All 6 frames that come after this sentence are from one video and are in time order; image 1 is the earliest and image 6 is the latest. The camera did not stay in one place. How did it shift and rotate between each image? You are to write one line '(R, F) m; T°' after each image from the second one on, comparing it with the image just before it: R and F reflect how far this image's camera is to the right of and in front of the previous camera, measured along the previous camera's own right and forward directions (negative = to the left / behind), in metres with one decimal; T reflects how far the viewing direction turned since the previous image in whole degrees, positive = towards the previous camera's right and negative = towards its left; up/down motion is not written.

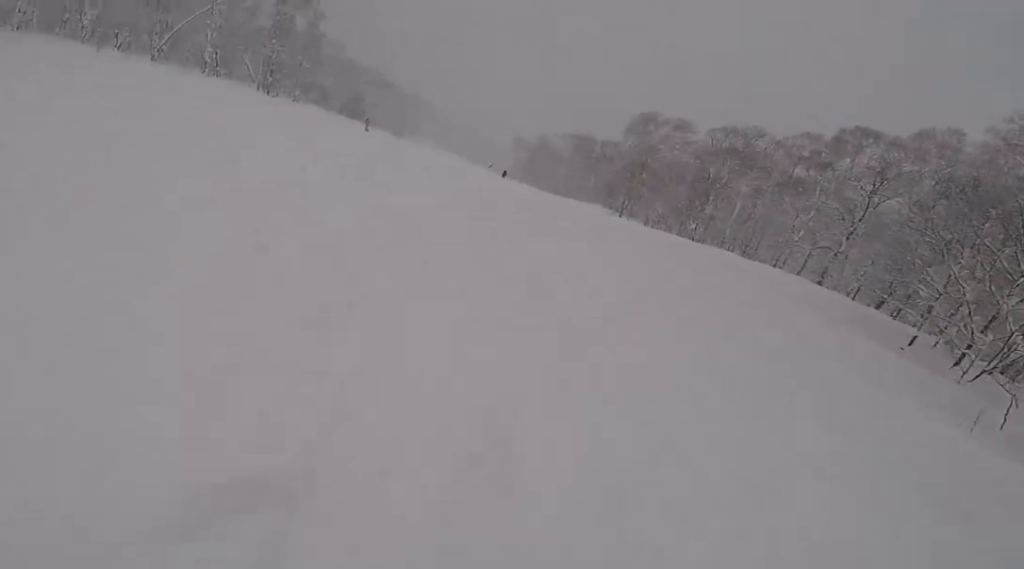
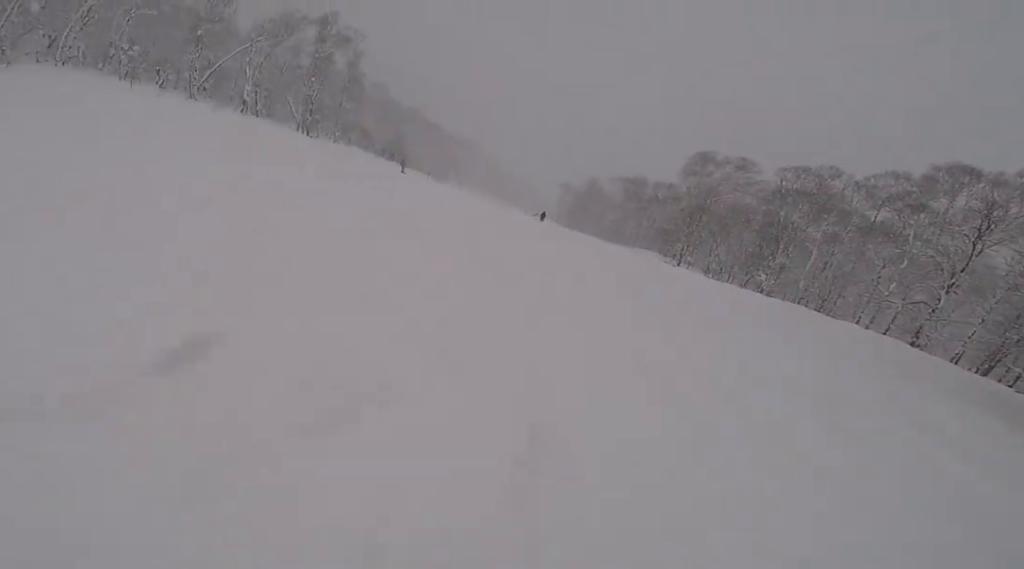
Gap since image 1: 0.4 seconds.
(0.0, +3.2) m; 0°
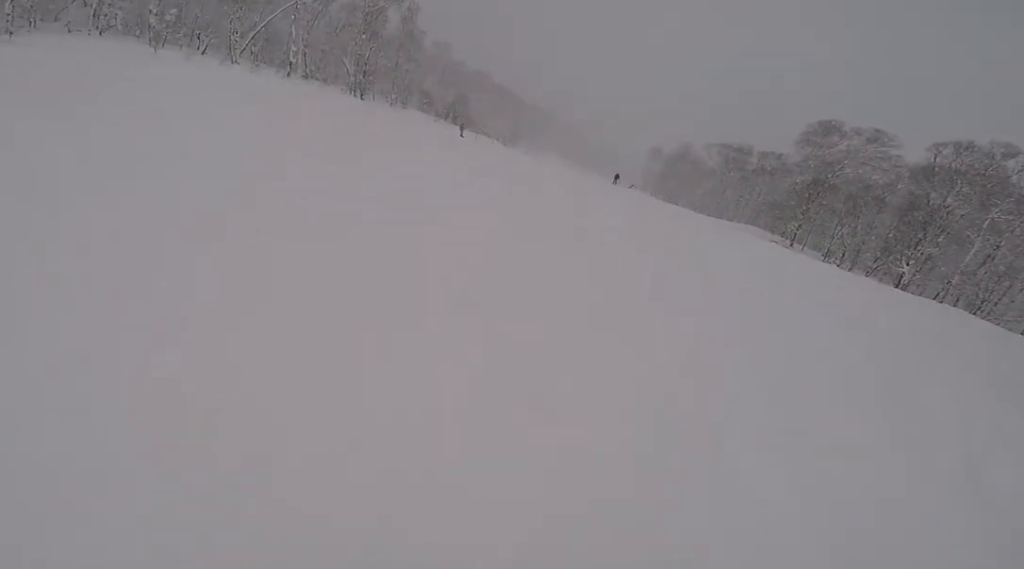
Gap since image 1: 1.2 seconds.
(0.0, +5.1) m; -5°
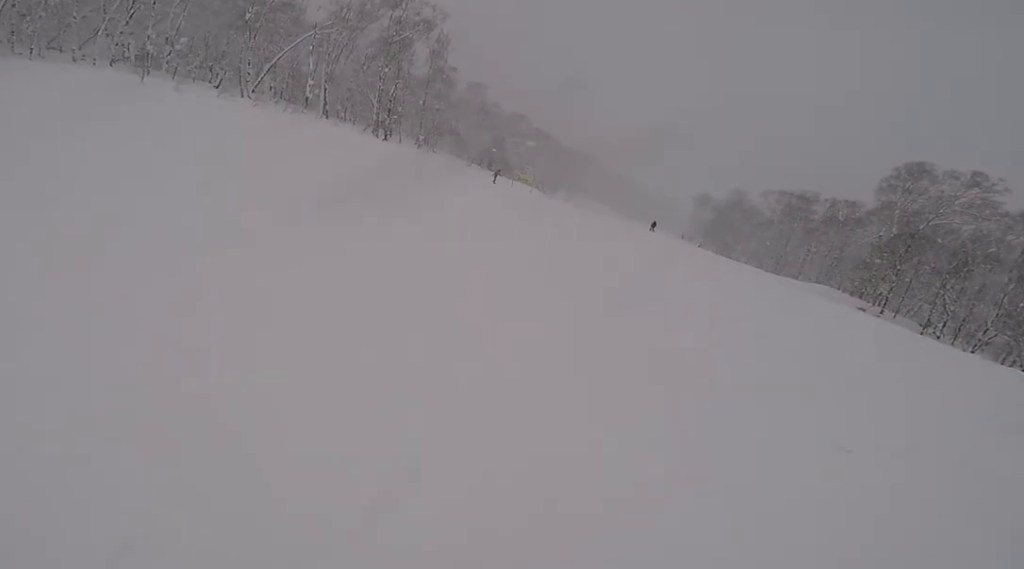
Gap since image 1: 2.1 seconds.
(-0.5, +6.3) m; -13°
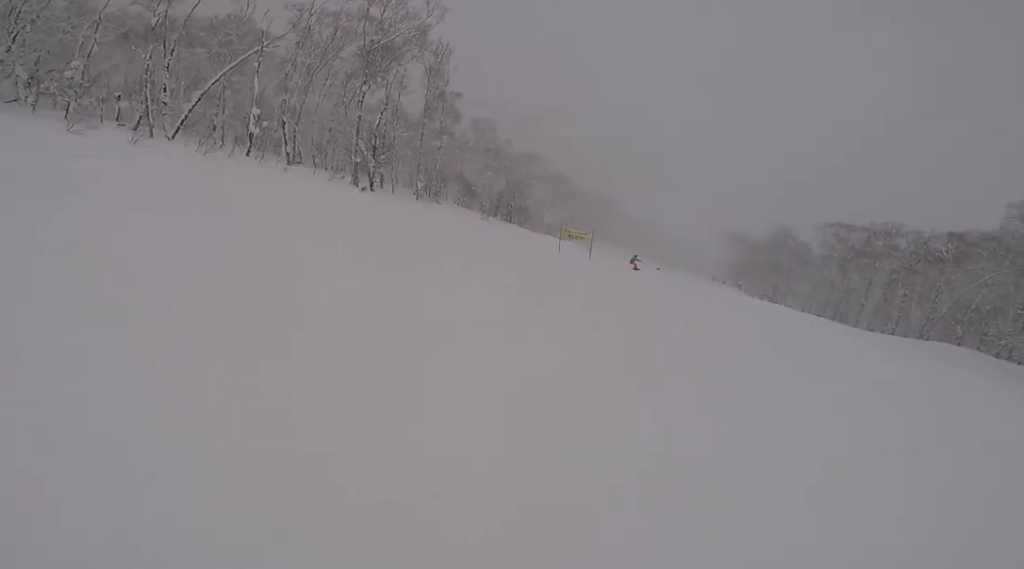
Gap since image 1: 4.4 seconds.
(-1.8, +14.0) m; +13°
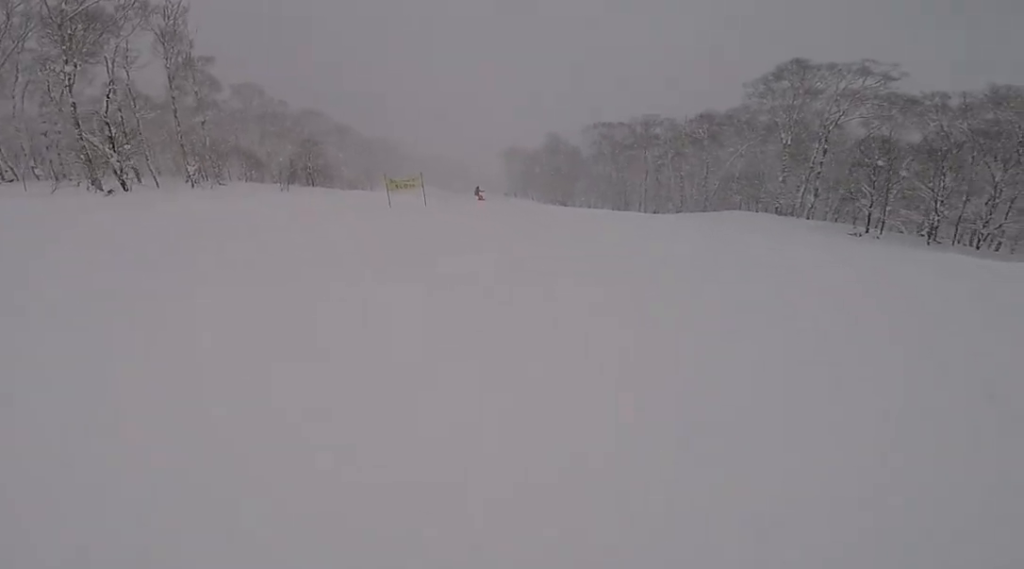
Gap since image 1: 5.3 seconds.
(+1.5, +5.3) m; +31°
